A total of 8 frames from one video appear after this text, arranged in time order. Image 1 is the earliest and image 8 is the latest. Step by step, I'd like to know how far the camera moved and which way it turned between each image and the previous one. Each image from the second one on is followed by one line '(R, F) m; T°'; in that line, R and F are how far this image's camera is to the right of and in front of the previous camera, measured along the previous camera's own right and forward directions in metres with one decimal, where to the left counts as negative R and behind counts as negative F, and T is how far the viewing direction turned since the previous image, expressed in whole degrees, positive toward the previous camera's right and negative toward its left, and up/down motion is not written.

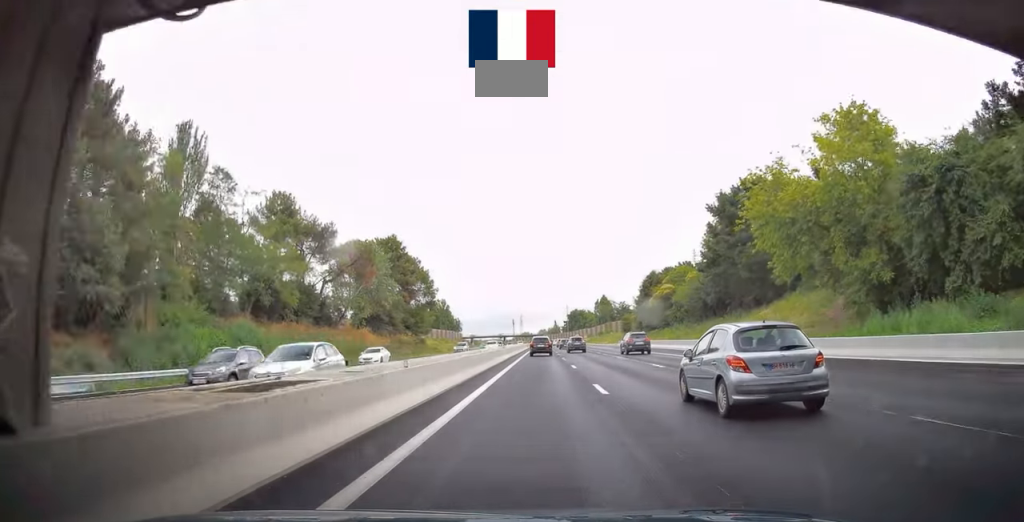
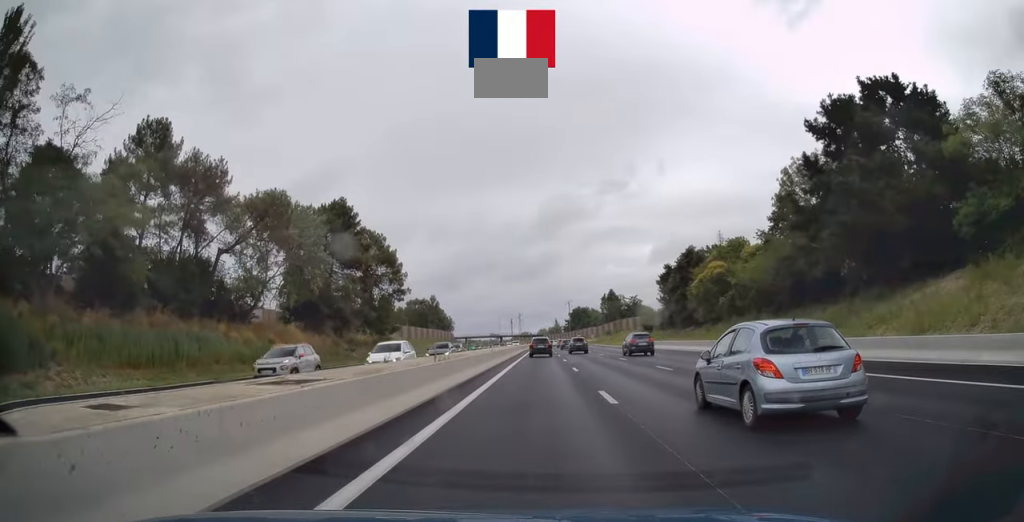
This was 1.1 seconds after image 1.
(-0.1, +28.0) m; 0°
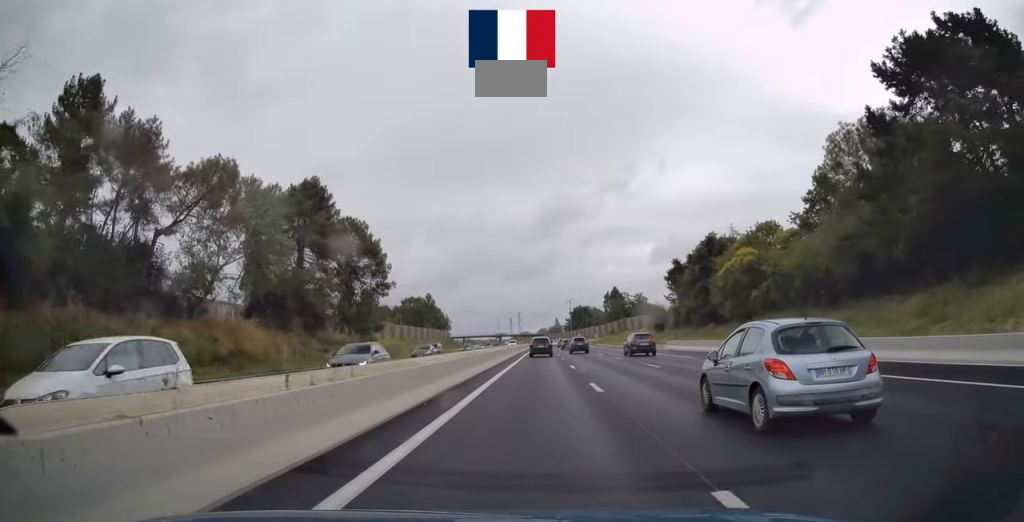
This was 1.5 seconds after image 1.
(+0.1, +10.2) m; 0°
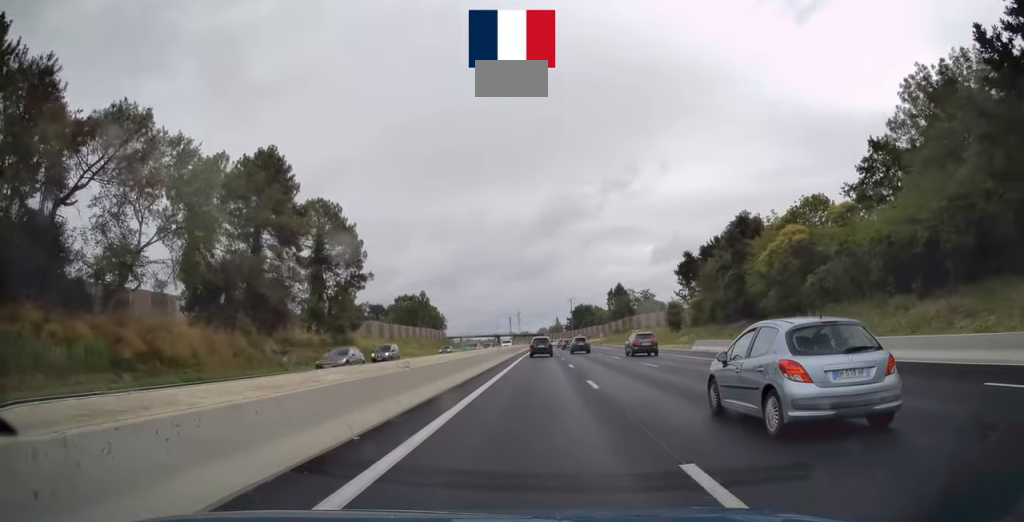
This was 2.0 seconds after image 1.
(0.0, +11.9) m; 0°
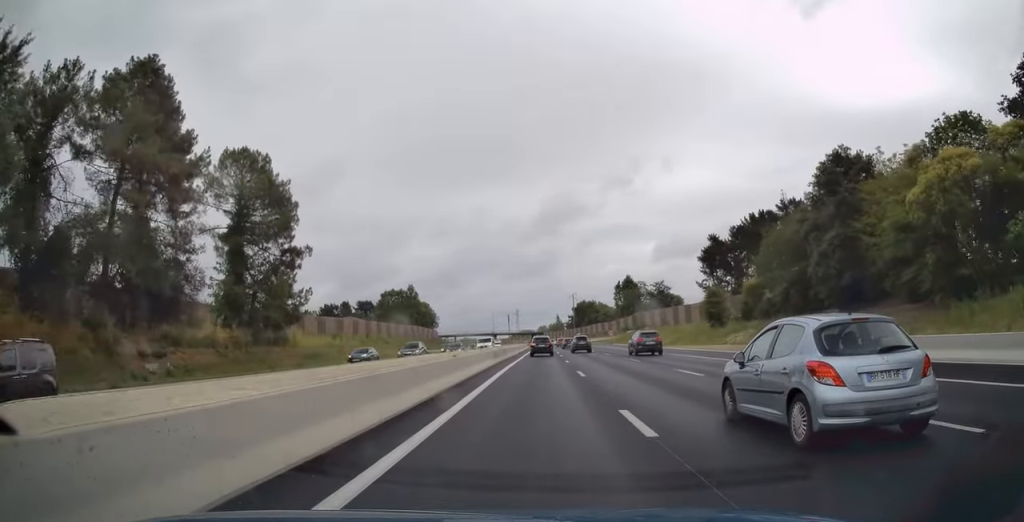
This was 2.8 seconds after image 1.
(-0.2, +21.2) m; -1°
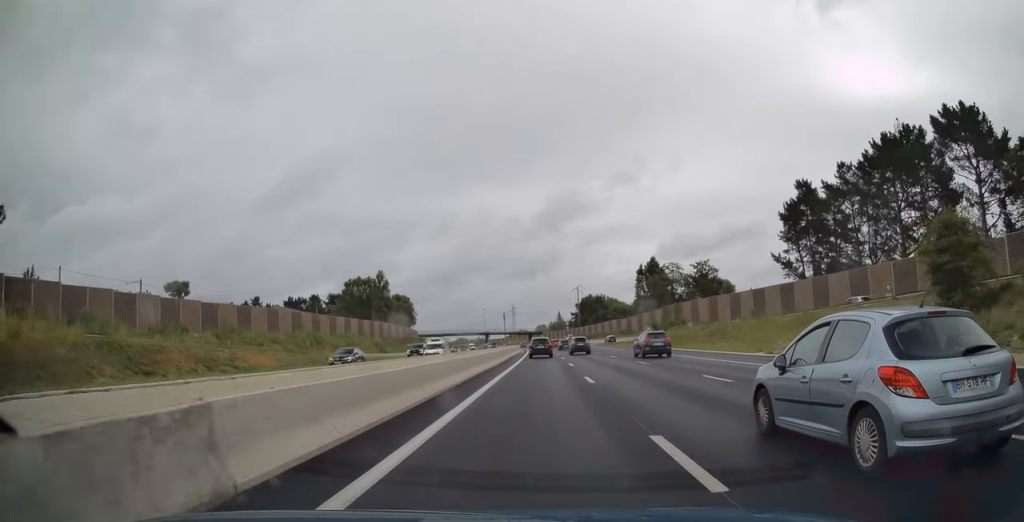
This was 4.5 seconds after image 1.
(-0.1, +42.0) m; 0°
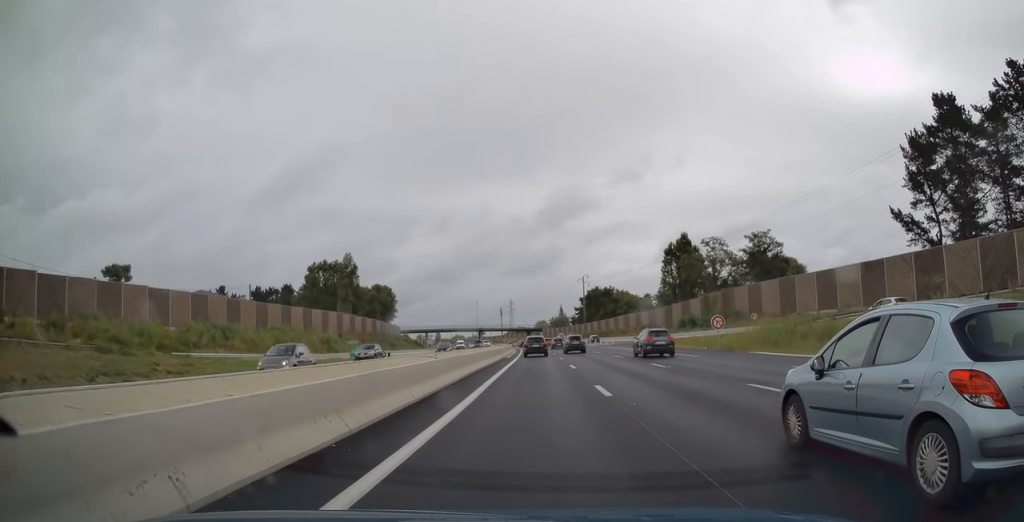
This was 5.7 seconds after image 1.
(+0.4, +30.4) m; 0°
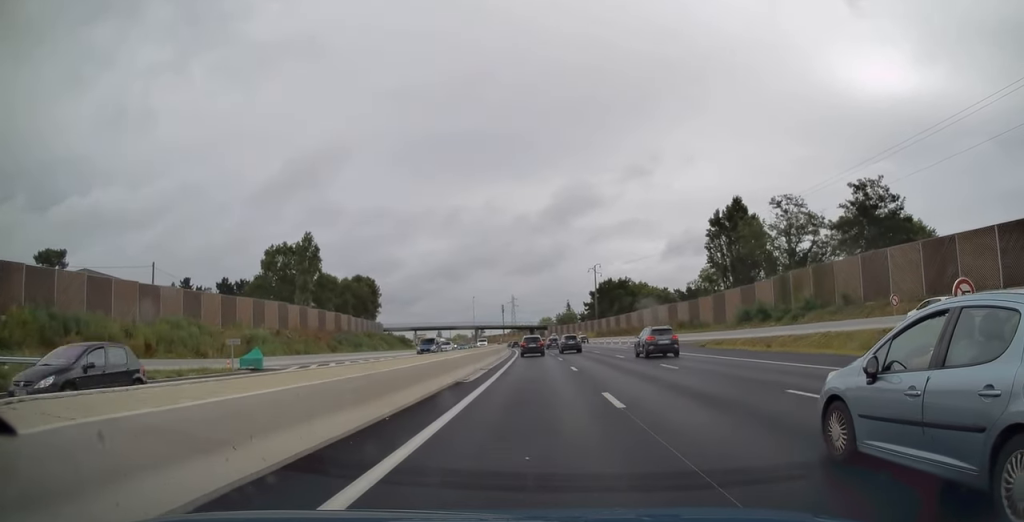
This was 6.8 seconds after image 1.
(-0.4, +28.4) m; -1°
